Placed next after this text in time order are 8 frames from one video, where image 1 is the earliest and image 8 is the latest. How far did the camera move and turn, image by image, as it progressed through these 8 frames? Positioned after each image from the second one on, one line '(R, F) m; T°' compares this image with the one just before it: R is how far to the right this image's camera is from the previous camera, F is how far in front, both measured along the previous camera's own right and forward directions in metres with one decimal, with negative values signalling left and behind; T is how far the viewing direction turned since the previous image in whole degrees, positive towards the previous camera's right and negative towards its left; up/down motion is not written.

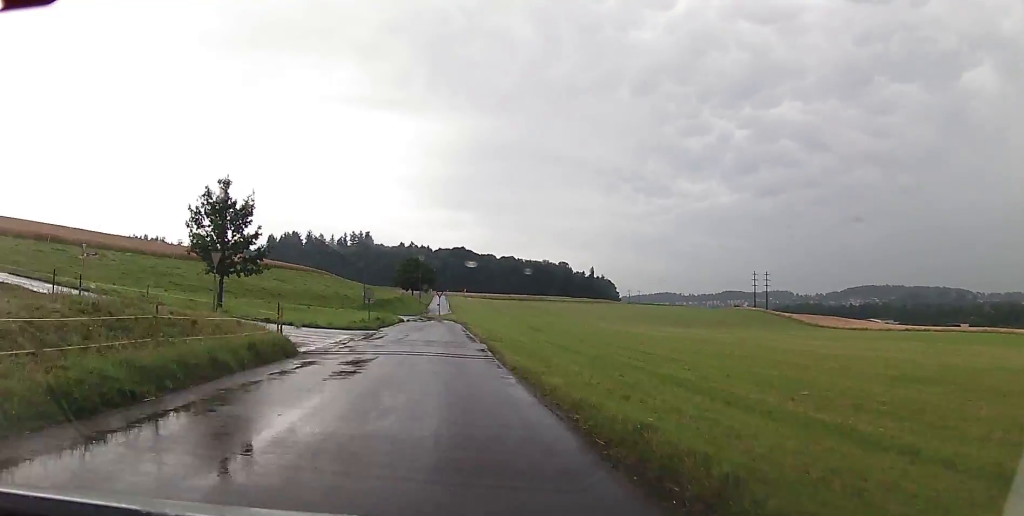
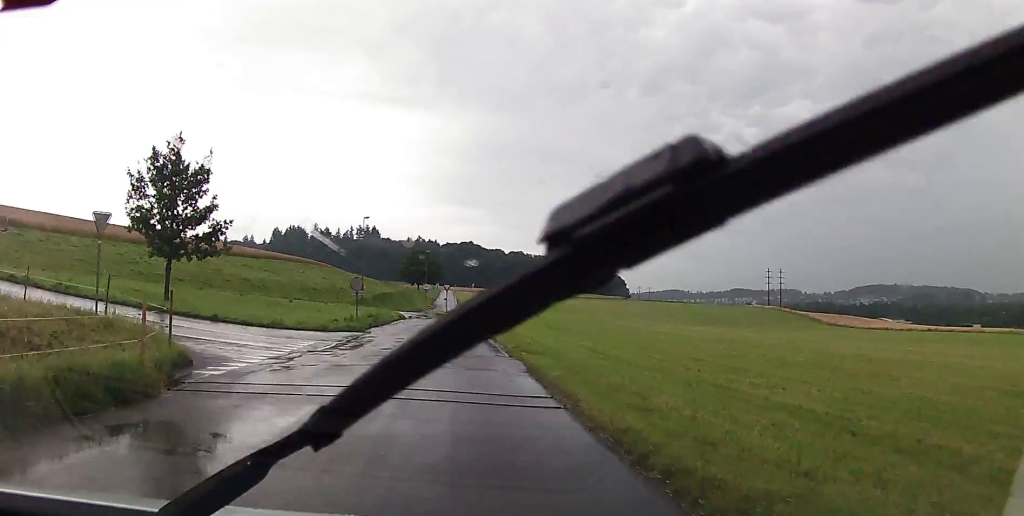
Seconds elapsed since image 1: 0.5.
(+0.1, +10.1) m; -1°
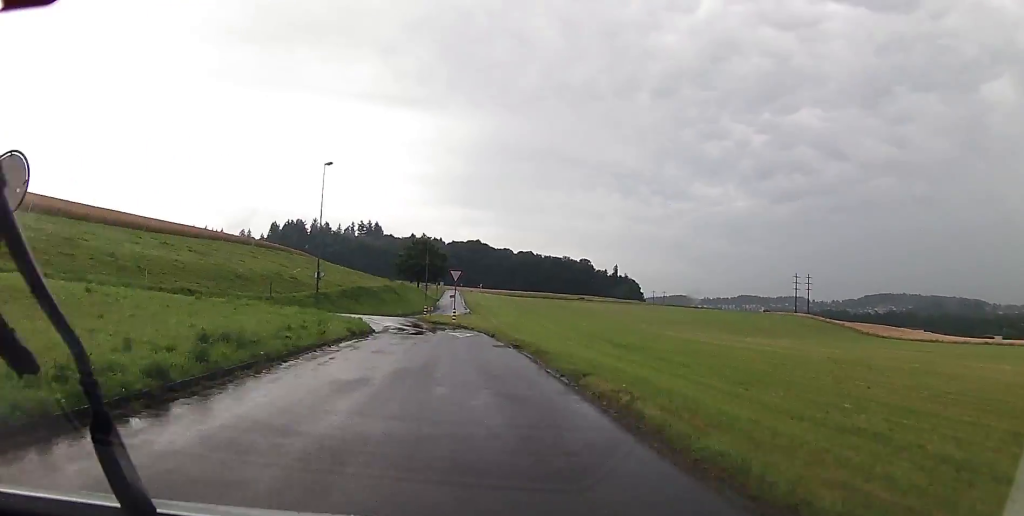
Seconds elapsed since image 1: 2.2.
(-0.9, +31.2) m; -4°
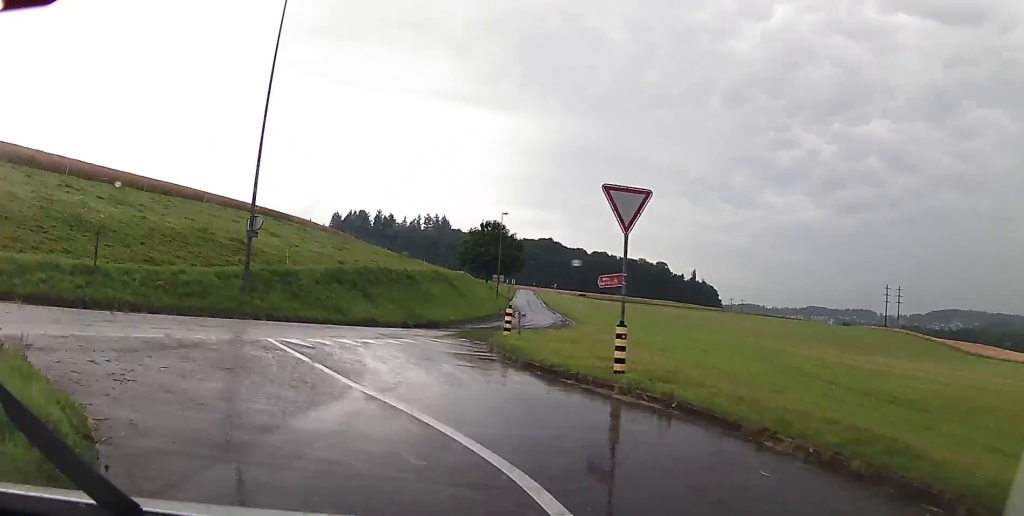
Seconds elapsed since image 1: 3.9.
(-1.4, +29.7) m; -3°
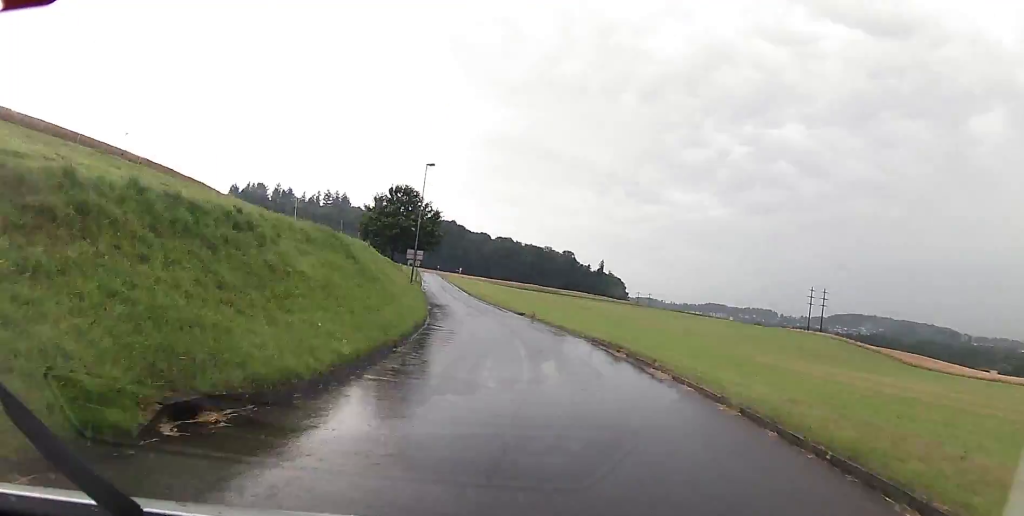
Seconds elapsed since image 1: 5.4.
(+0.4, +23.9) m; +6°
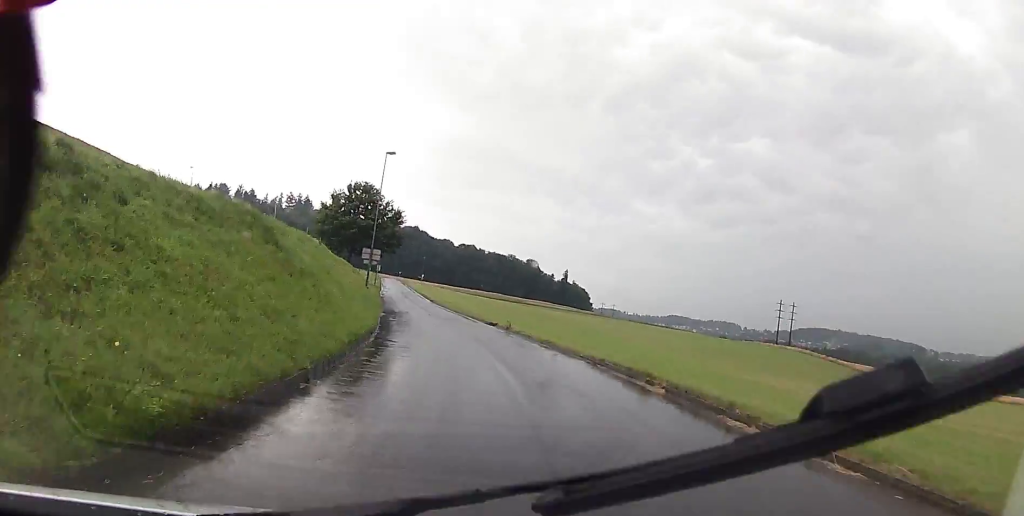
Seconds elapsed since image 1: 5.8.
(+0.4, +6.3) m; +2°
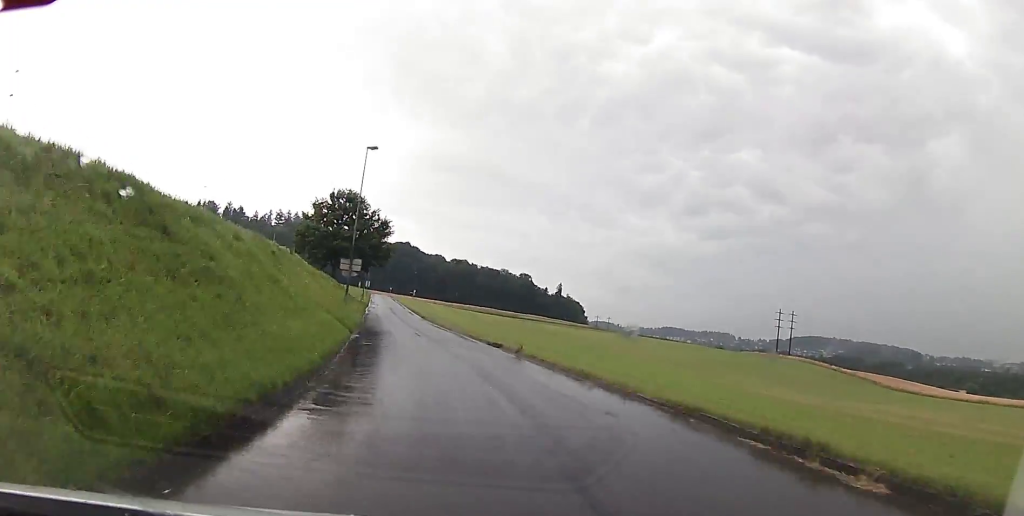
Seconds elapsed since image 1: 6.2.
(+0.4, +6.8) m; +2°
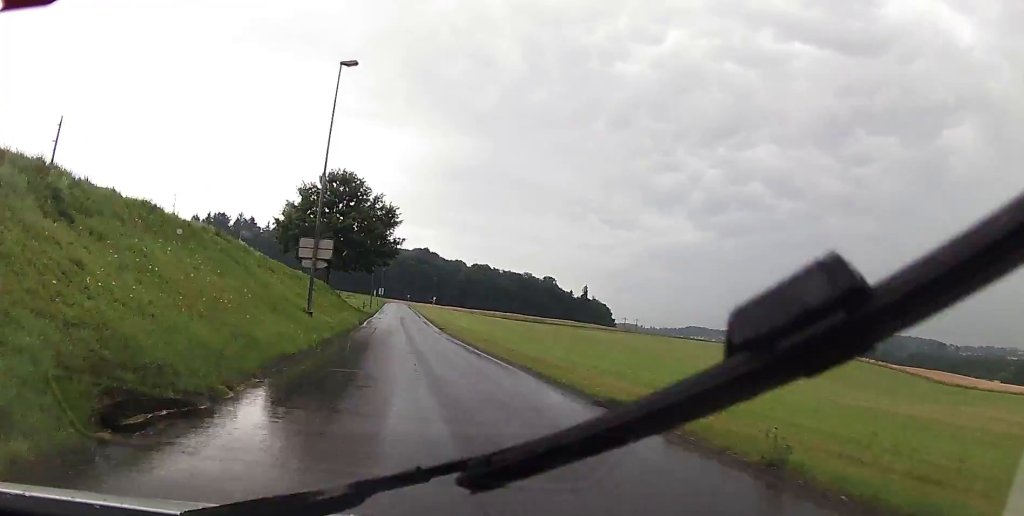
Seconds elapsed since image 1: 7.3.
(+0.5, +17.4) m; 0°
